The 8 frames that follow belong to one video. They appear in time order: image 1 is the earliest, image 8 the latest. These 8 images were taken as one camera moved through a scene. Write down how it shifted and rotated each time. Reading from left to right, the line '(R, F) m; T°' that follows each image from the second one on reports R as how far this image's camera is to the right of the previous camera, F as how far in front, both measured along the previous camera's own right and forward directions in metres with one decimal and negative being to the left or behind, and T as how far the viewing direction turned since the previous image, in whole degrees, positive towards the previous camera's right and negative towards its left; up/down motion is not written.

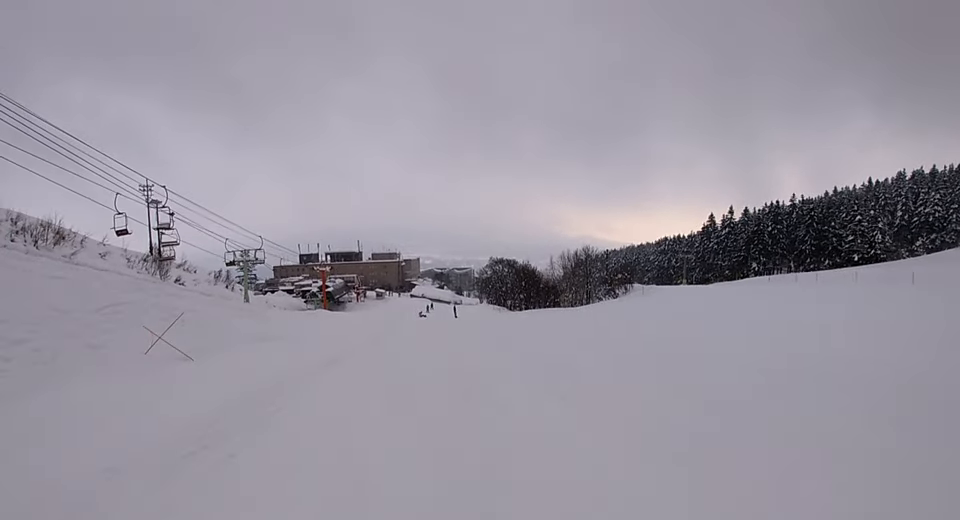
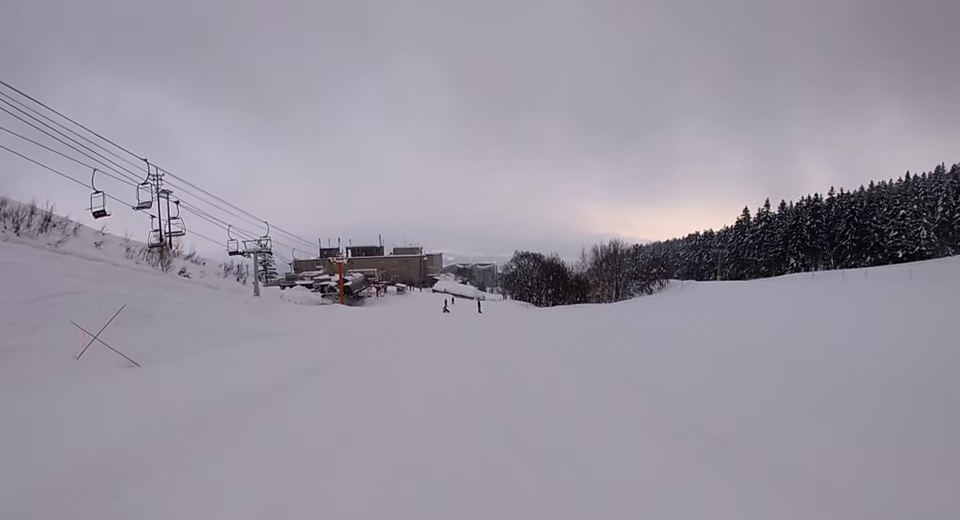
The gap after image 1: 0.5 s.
(-0.7, +5.1) m; -4°
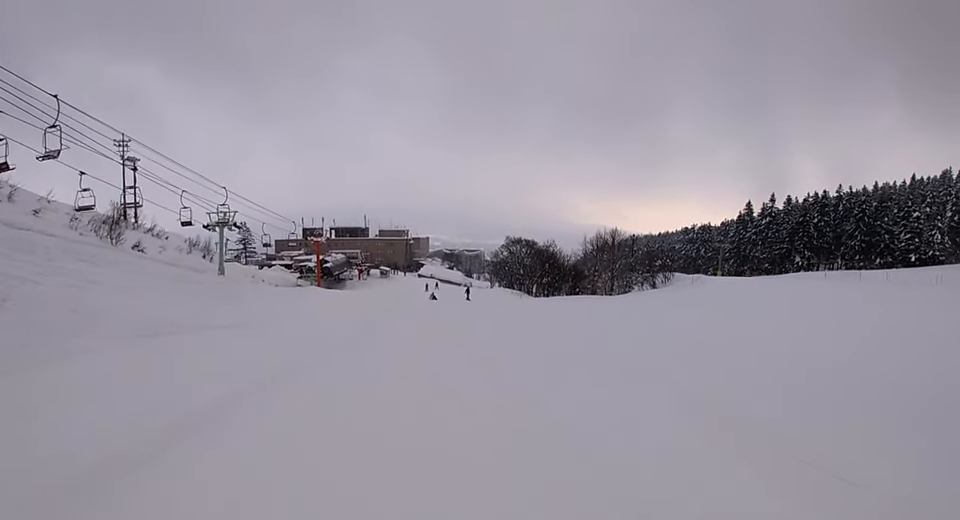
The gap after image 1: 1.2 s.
(-0.4, +6.9) m; -2°
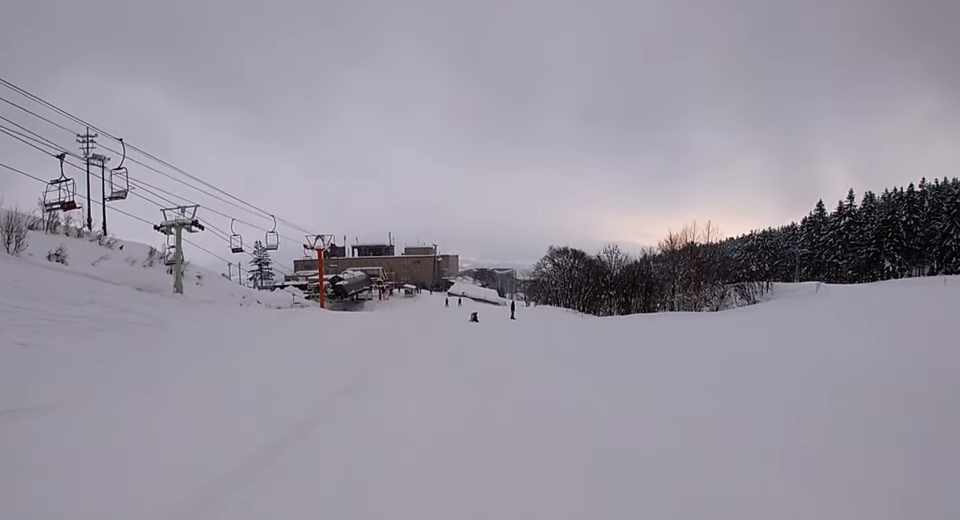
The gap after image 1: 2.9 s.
(+1.3, +17.9) m; +4°
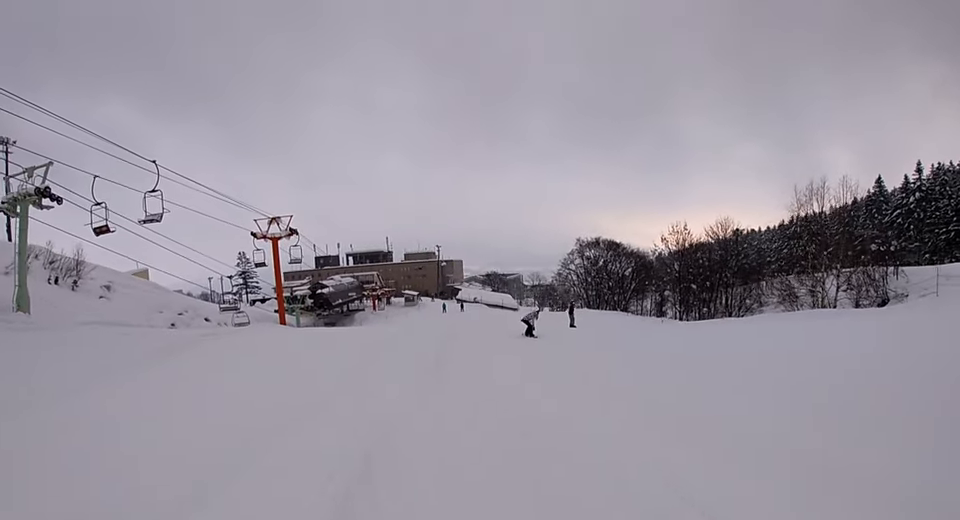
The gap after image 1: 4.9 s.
(-1.5, +18.8) m; -3°
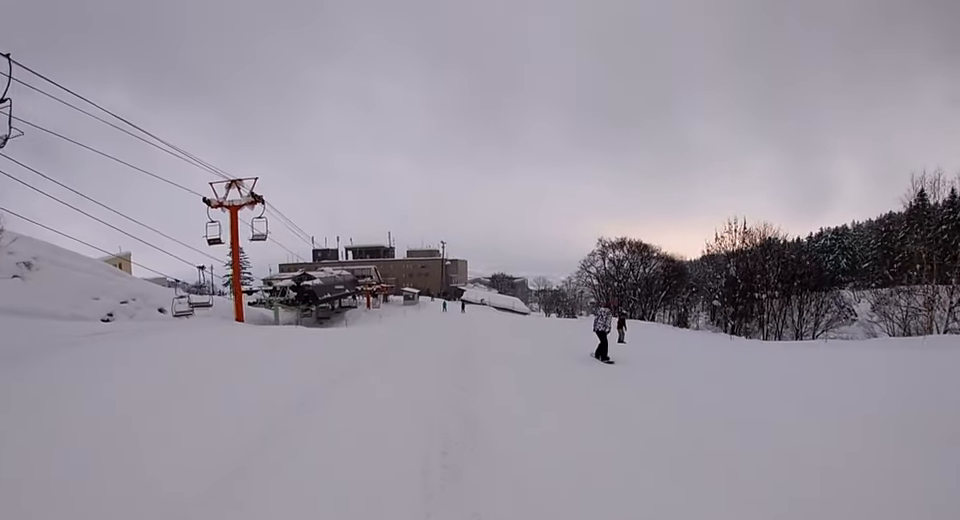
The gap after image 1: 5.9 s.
(+0.4, +9.4) m; 0°
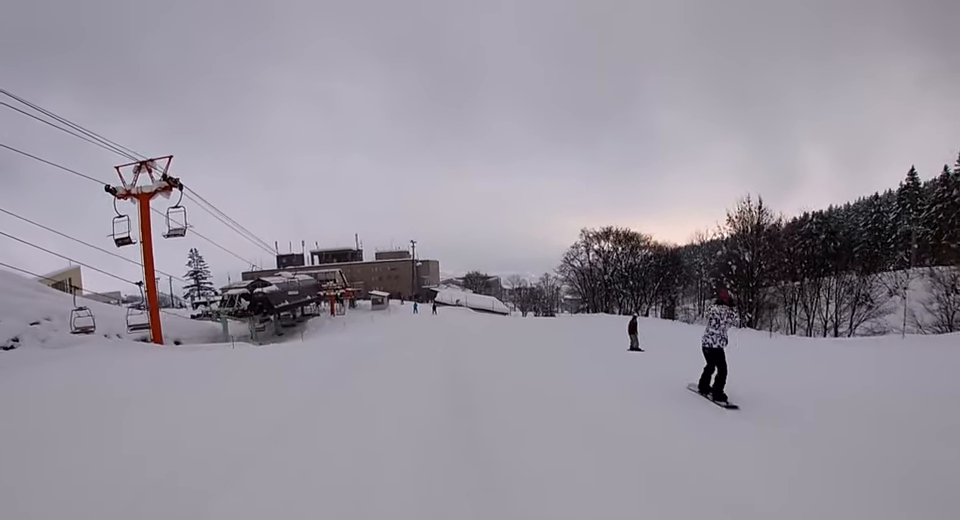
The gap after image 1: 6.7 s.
(-0.2, +6.6) m; 0°
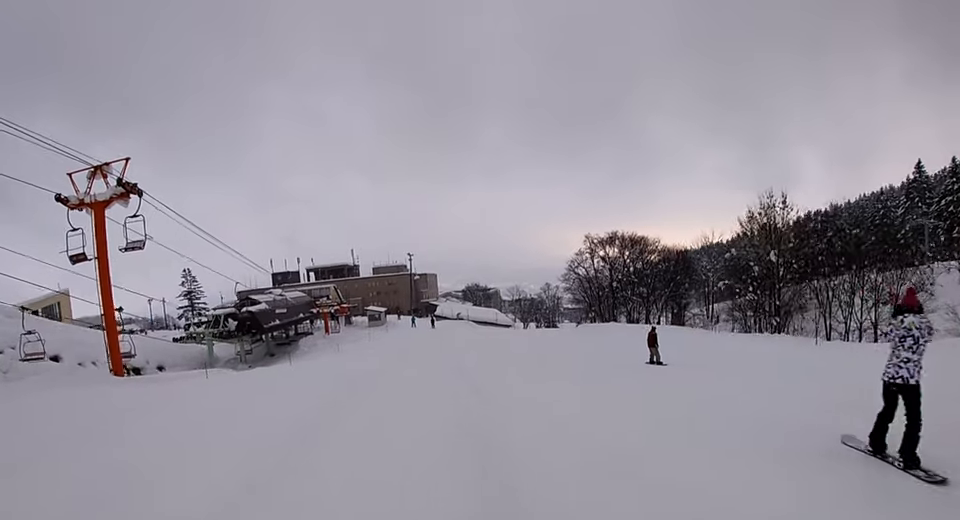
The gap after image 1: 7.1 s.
(0.0, +3.5) m; 0°
